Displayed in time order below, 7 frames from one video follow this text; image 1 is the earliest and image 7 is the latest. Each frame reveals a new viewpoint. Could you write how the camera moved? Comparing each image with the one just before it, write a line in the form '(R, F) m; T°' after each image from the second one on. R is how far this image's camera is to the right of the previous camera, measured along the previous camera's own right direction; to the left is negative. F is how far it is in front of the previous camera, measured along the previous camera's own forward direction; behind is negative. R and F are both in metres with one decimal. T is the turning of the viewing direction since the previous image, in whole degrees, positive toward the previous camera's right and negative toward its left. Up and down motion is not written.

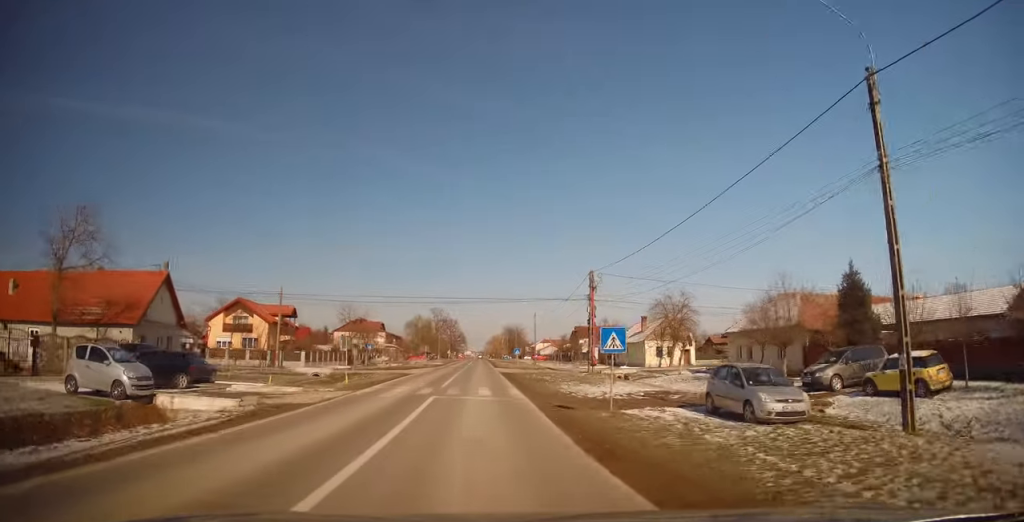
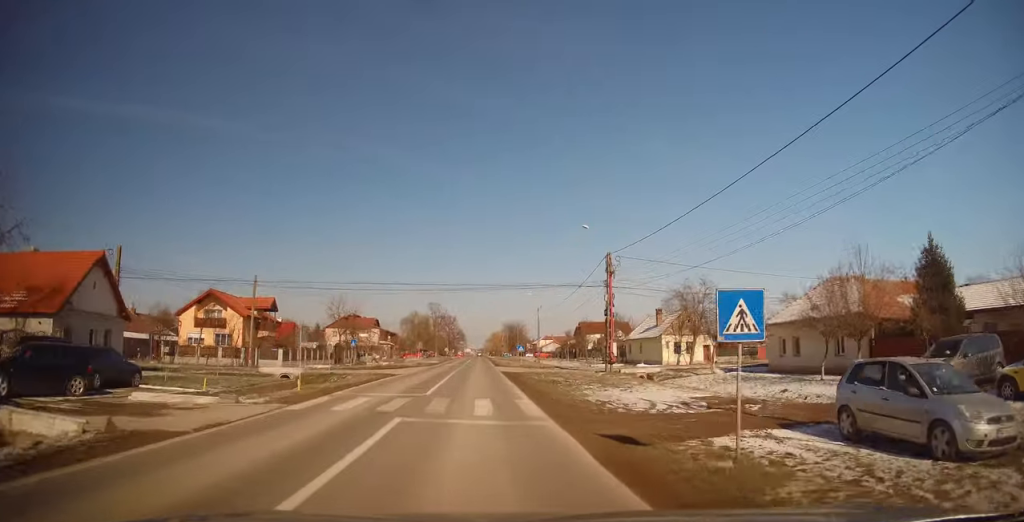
(+0.1, +6.6) m; 0°
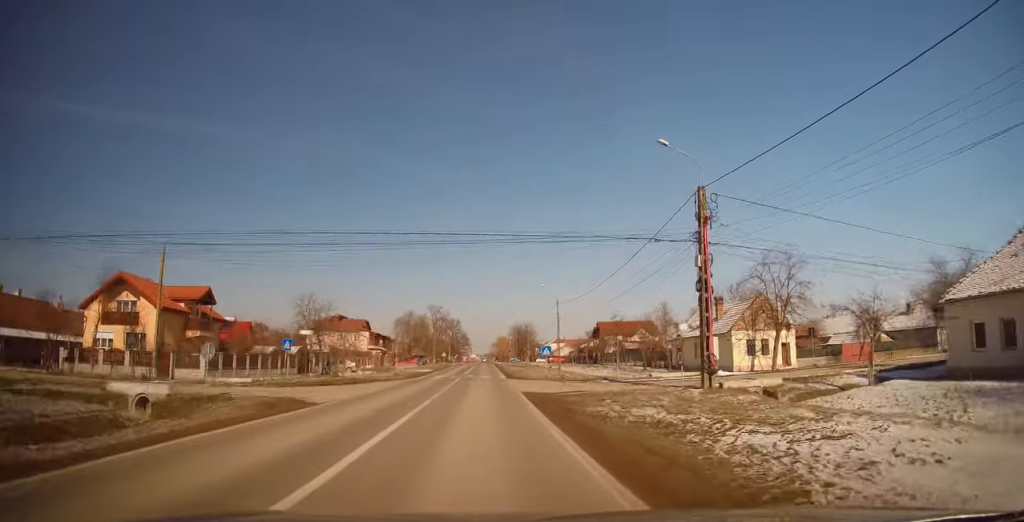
(0.0, +15.9) m; -1°
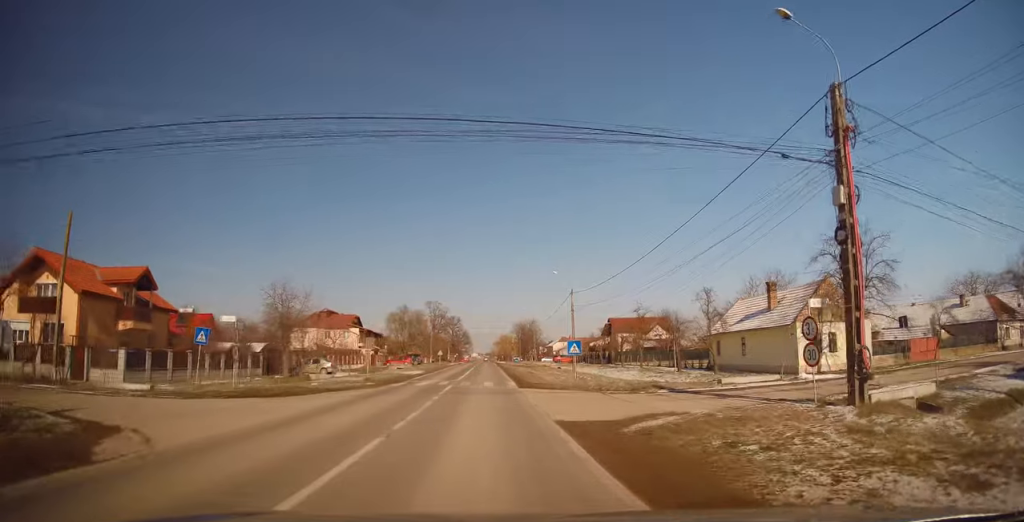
(-0.1, +9.5) m; -2°
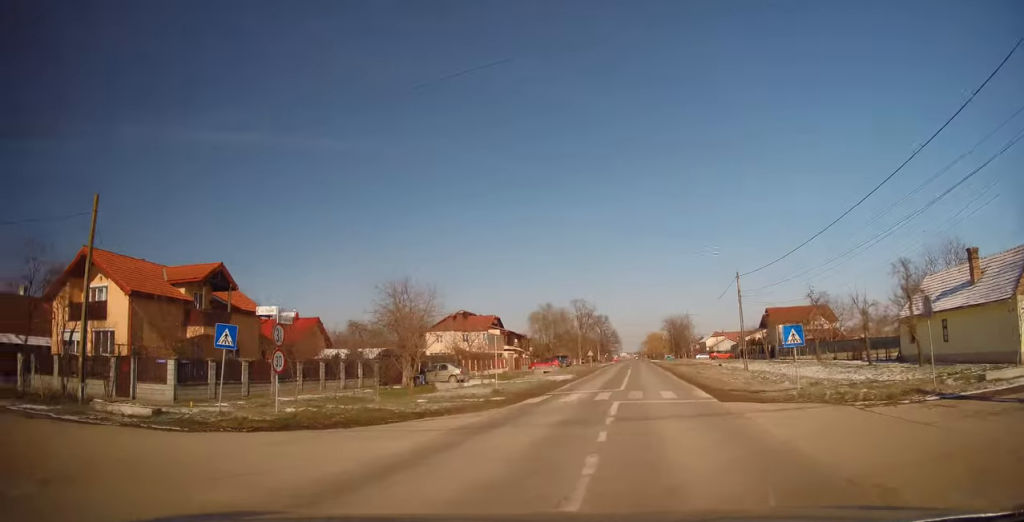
(-0.2, +8.9) m; -13°
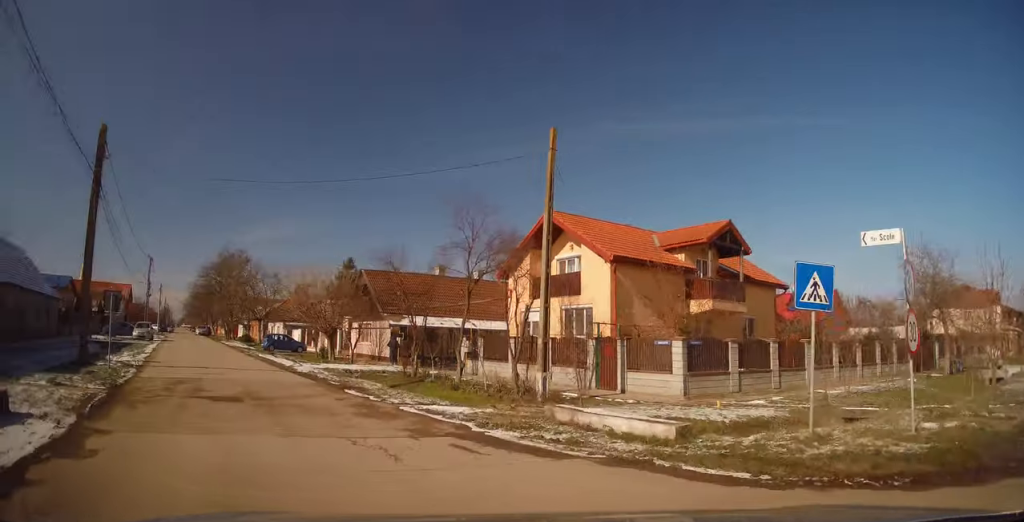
(-2.6, +7.5) m; -51°
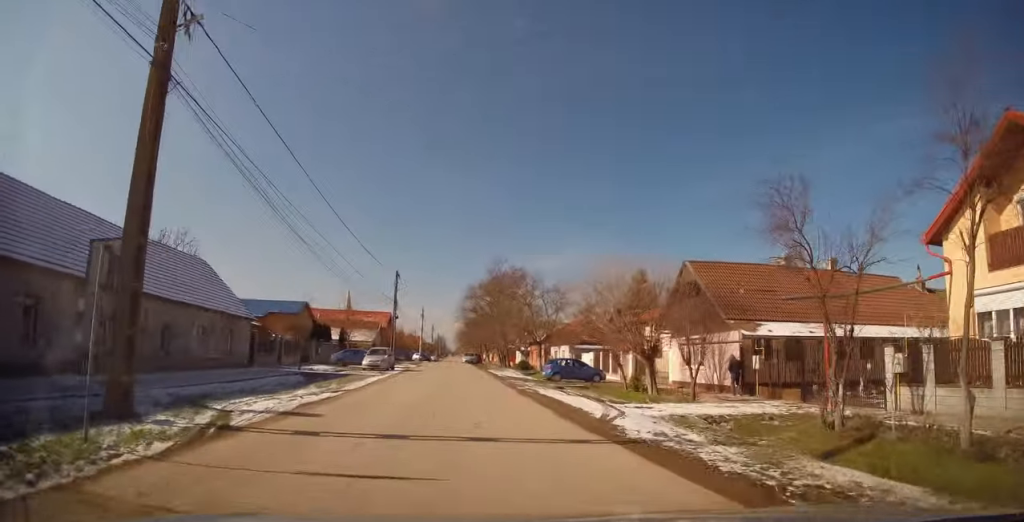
(-3.6, +10.6) m; -26°
